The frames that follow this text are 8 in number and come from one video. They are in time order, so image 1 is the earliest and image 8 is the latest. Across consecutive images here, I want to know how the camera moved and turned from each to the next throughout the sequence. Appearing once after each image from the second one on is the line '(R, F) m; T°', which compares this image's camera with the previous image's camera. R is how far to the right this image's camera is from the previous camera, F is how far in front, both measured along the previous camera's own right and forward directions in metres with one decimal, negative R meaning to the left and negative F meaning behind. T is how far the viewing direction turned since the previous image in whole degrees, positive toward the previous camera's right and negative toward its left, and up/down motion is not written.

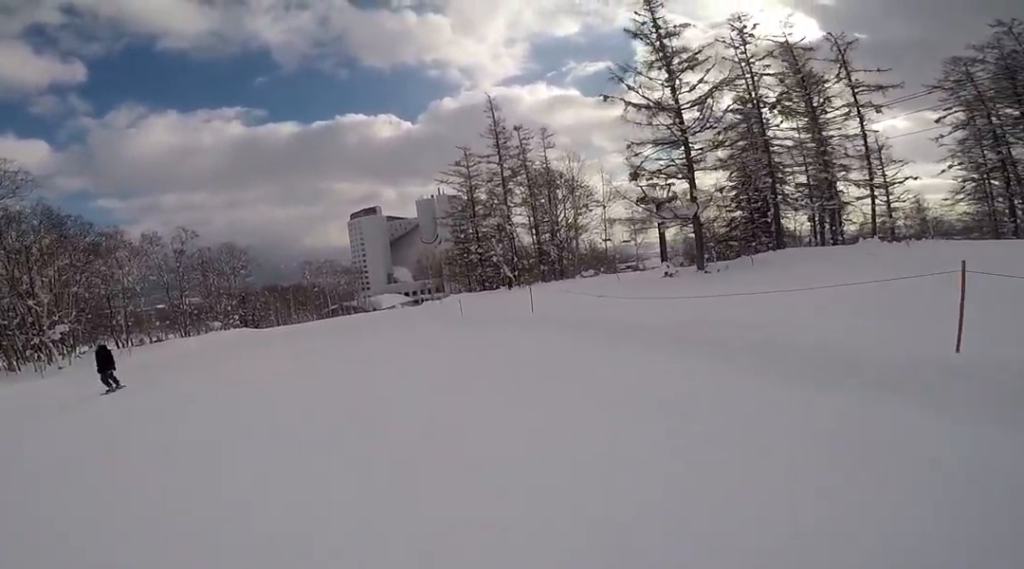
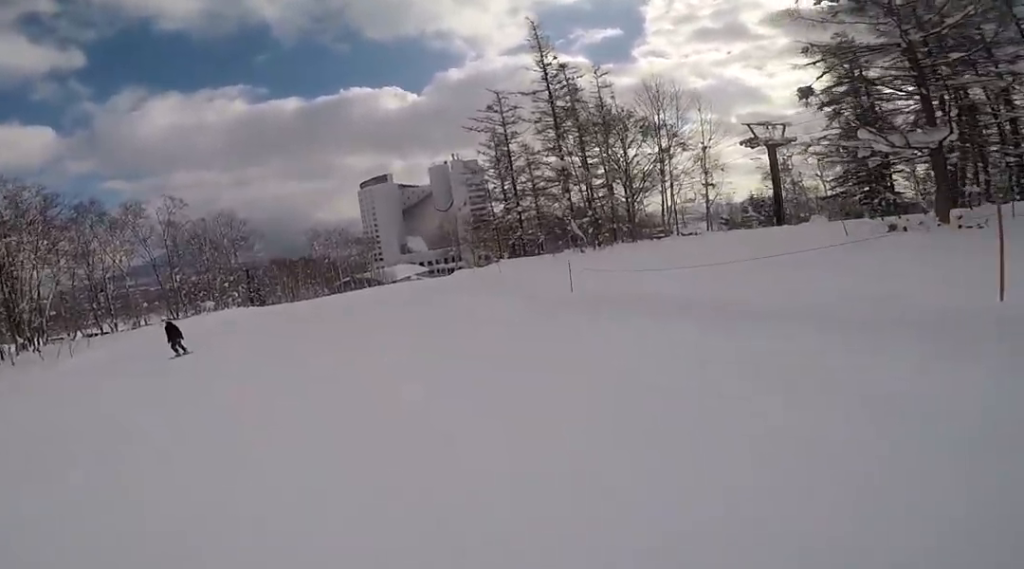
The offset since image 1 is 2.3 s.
(+0.2, +10.5) m; -1°
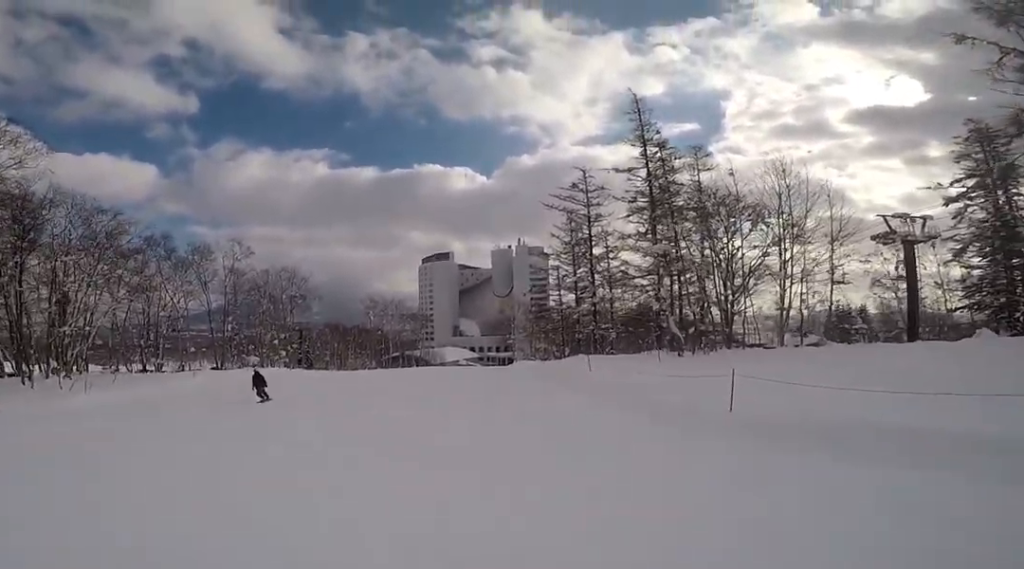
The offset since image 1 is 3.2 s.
(+0.2, +4.4) m; 0°
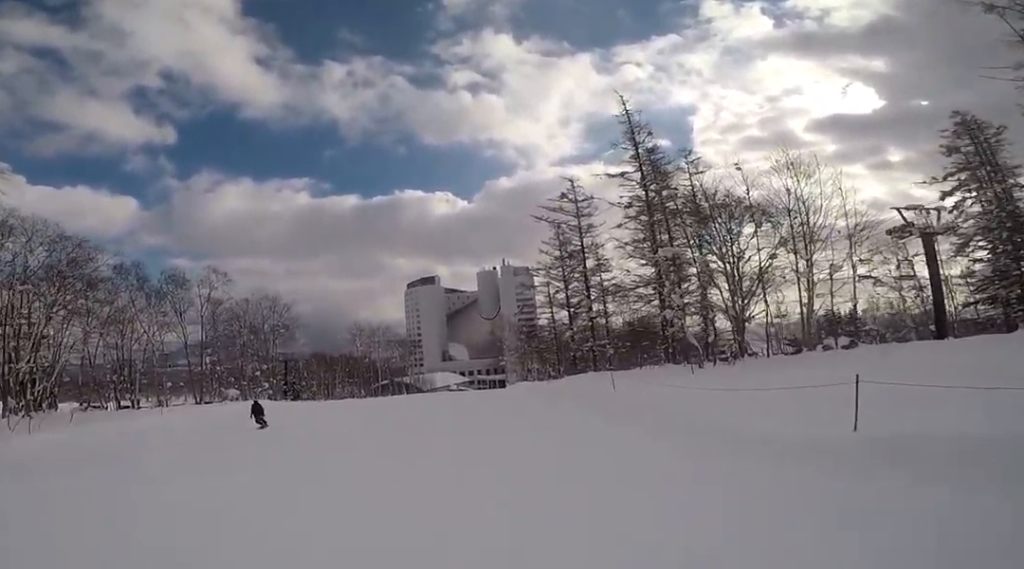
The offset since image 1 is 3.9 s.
(-0.6, +3.1) m; +1°
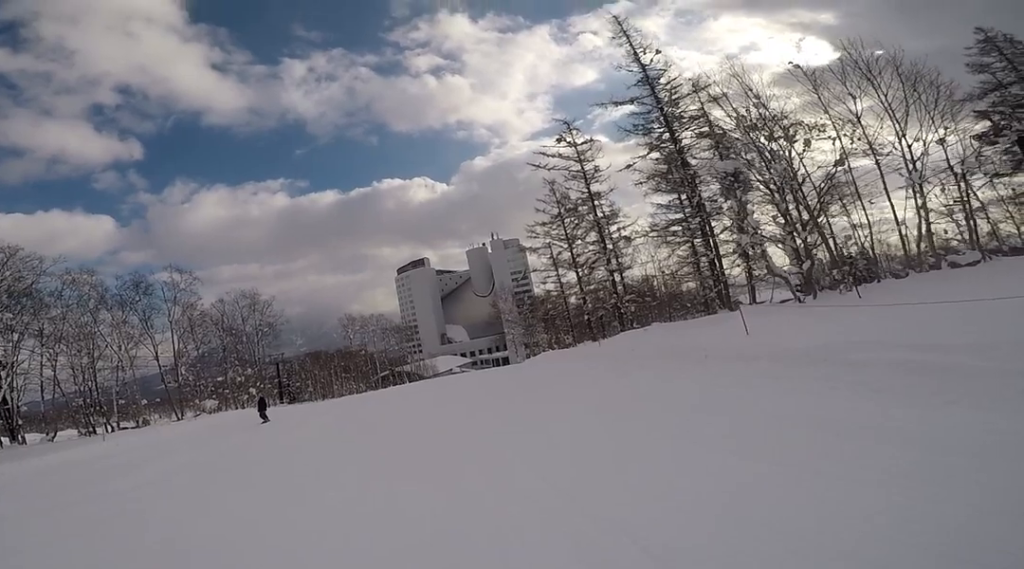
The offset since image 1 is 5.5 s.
(+1.0, +6.7) m; +6°
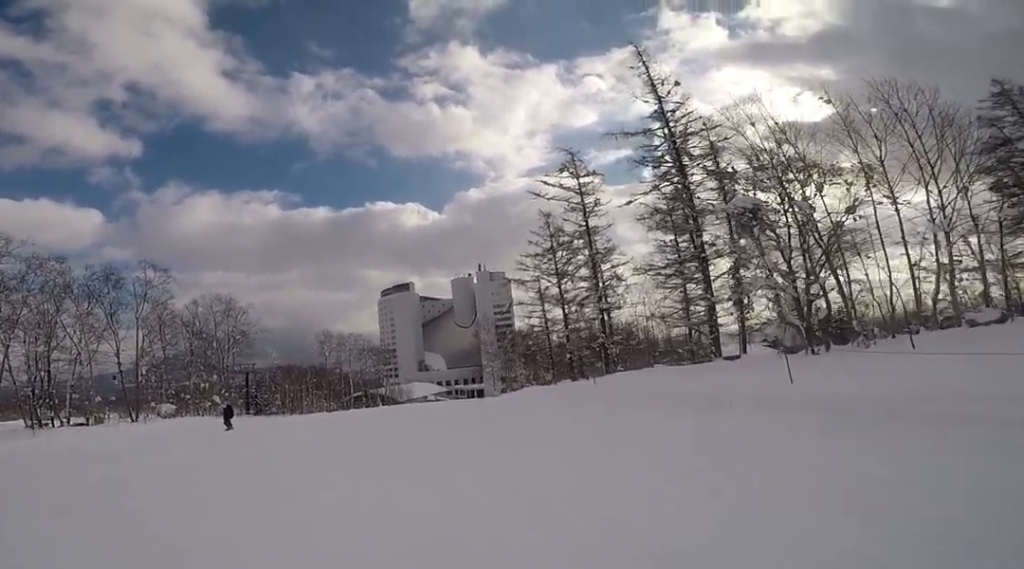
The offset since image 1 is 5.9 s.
(-0.2, +1.8) m; -1°
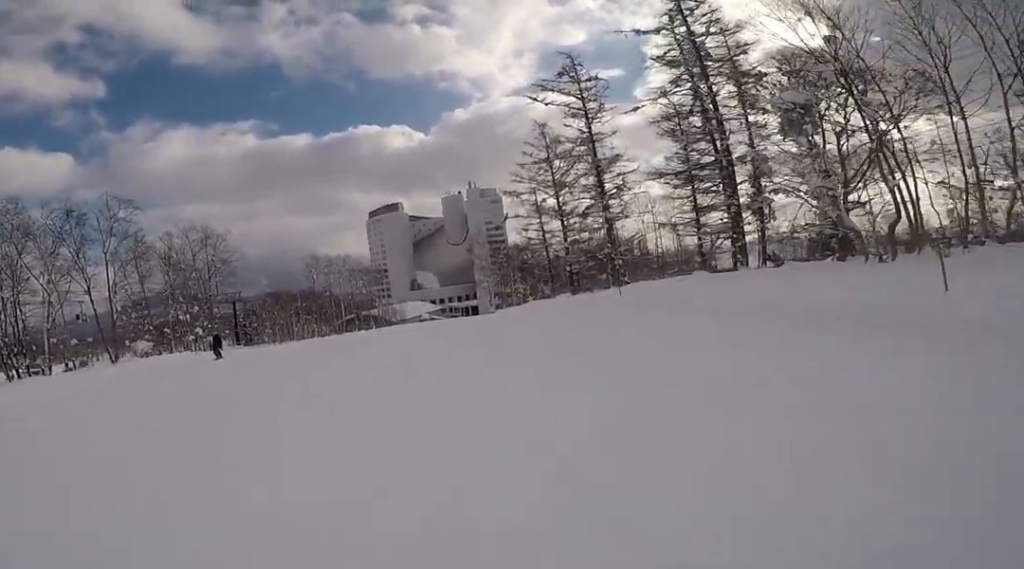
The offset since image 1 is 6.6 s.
(+0.4, +2.9) m; -5°
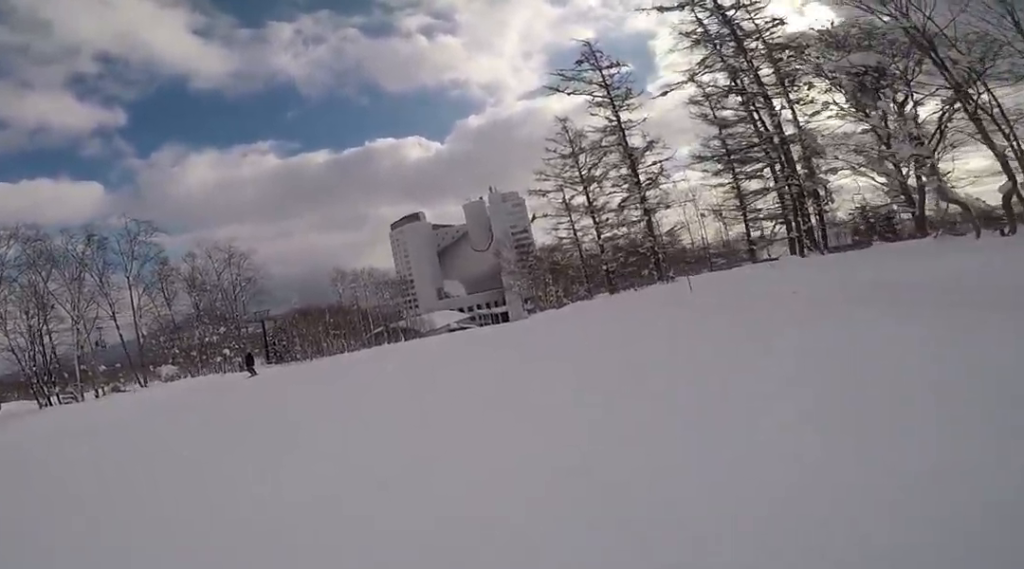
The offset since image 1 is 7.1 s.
(-0.1, +2.1) m; -2°
